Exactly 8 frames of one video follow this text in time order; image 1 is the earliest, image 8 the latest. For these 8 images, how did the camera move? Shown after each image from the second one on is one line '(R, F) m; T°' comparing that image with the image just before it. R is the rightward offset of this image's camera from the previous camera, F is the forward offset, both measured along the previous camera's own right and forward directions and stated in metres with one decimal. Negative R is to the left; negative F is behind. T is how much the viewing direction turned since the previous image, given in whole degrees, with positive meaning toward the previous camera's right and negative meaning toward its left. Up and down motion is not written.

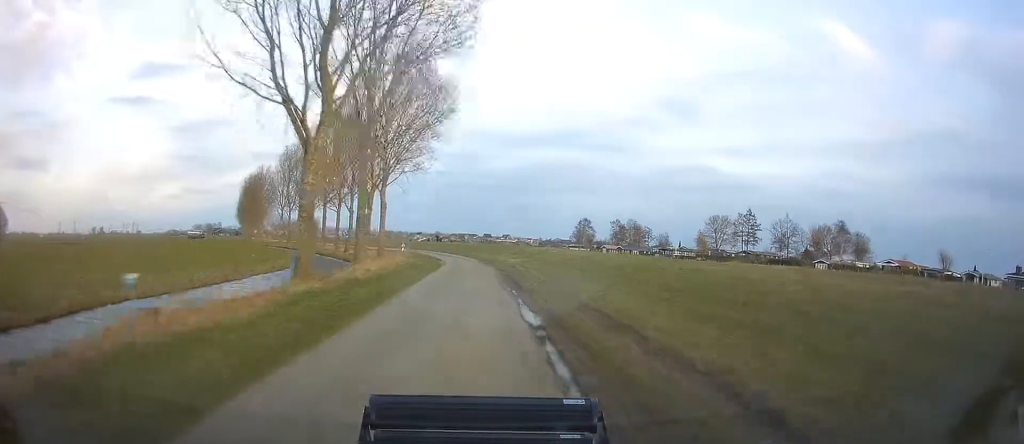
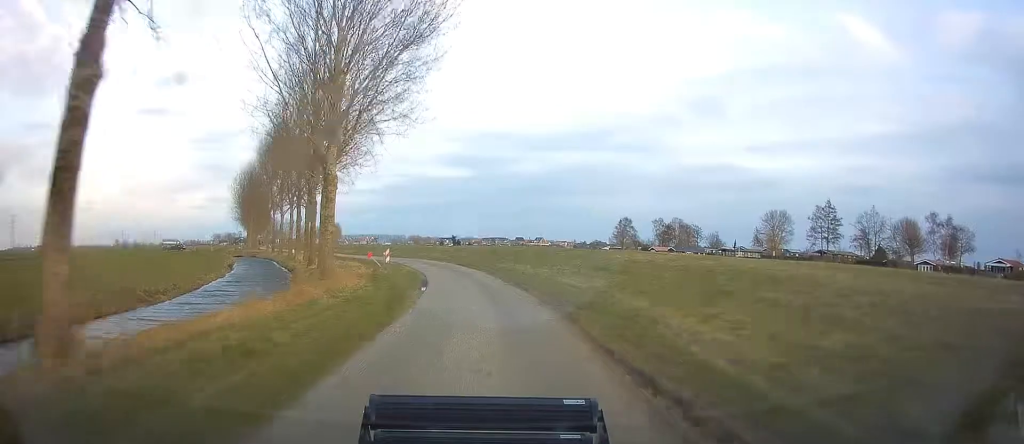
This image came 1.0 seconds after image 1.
(+0.2, +25.9) m; -2°
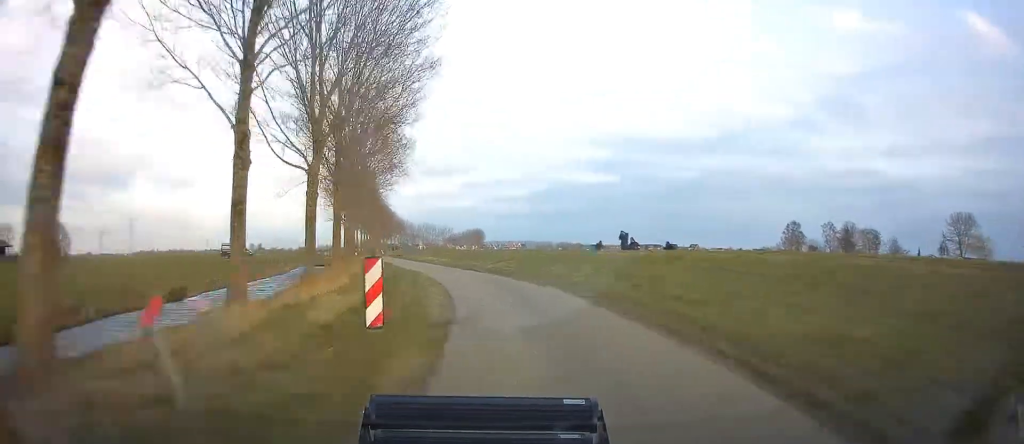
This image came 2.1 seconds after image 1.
(-1.9, +31.7) m; -11°
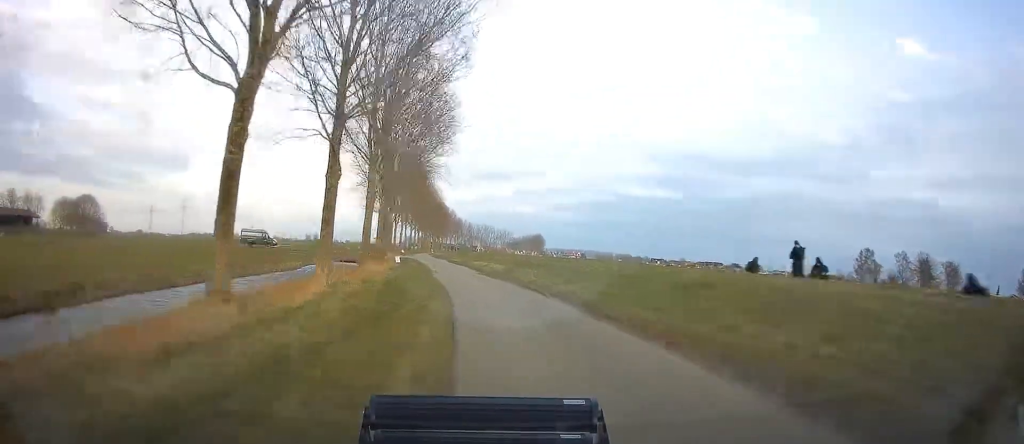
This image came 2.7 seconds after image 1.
(-0.7, +14.6) m; -6°
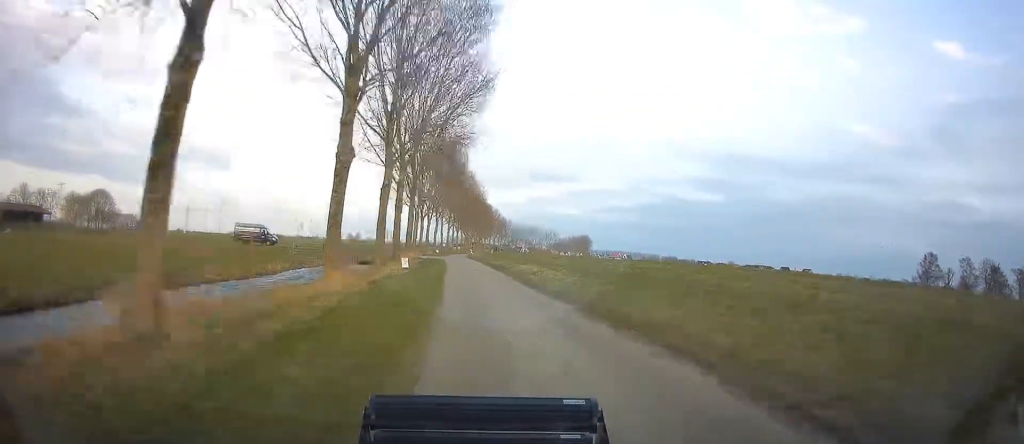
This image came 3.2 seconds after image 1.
(-1.5, +15.7) m; -4°
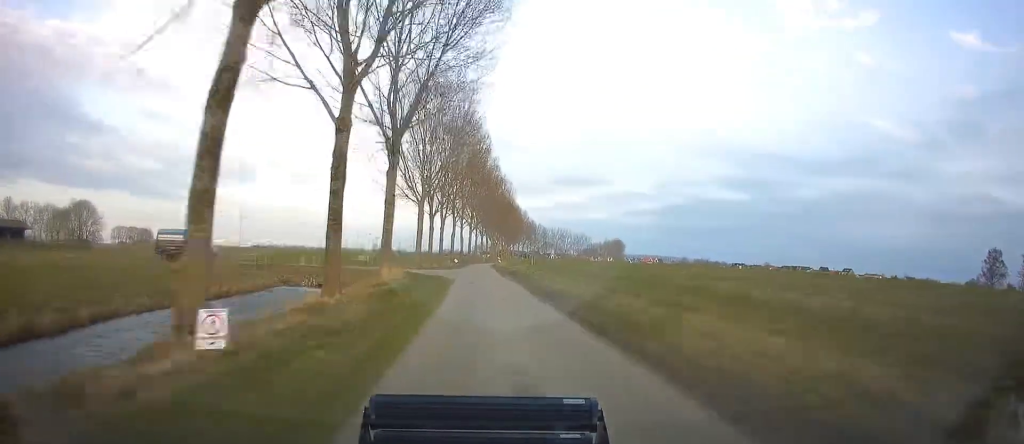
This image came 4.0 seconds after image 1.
(-0.7, +23.0) m; -3°
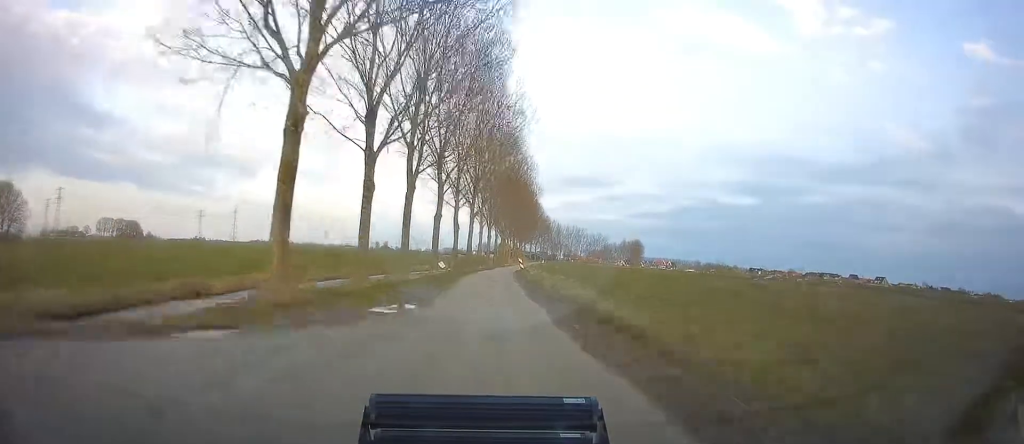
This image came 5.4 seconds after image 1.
(-1.3, +40.9) m; -1°
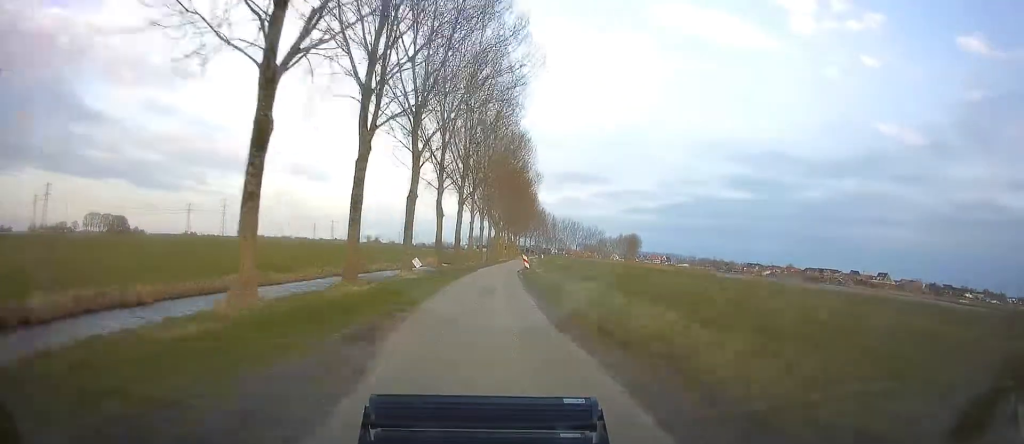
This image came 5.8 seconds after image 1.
(+0.3, +13.6) m; +1°
